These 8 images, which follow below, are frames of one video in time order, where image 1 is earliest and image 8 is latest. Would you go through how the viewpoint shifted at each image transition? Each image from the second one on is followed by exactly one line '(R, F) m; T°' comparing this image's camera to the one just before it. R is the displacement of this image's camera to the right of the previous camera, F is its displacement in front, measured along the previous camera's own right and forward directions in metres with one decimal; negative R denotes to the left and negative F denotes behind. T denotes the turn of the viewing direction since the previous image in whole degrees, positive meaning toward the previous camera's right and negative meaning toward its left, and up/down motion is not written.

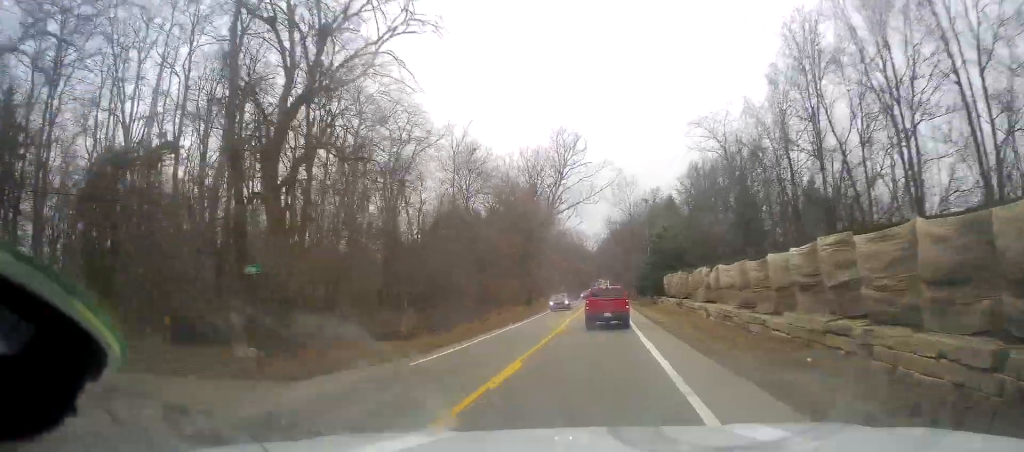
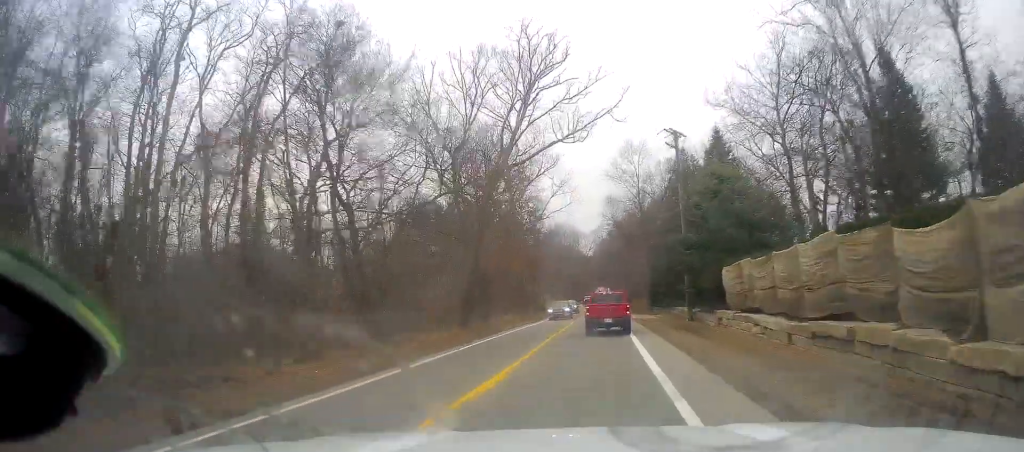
(-0.2, +30.9) m; -1°
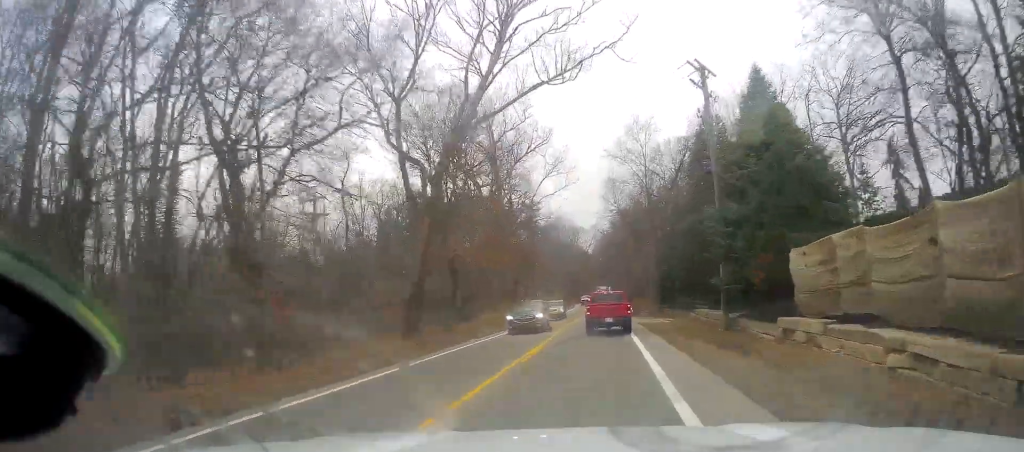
(-0.1, +10.9) m; 0°
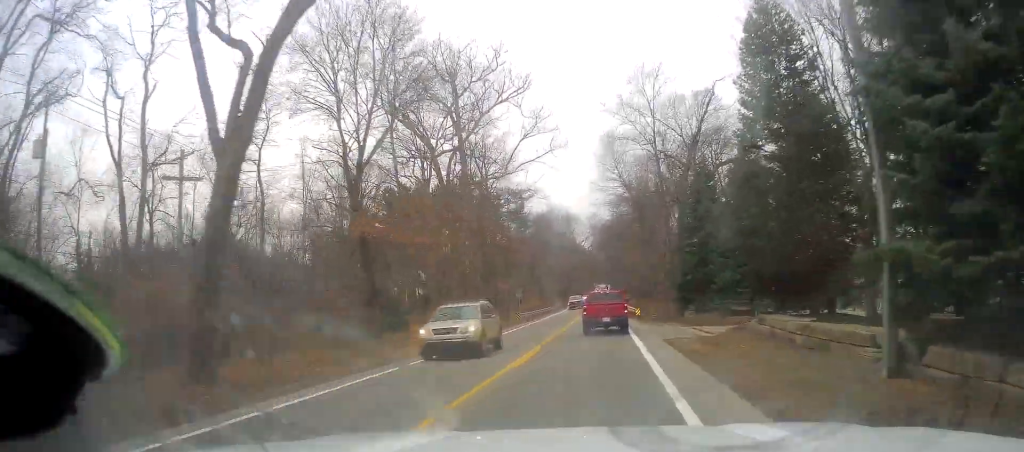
(+0.2, +15.6) m; +2°
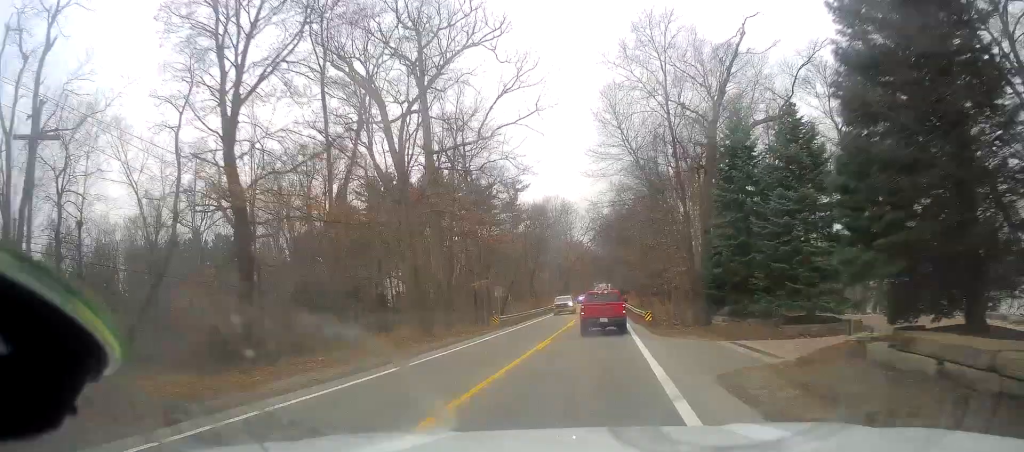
(+0.4, +10.4) m; 0°
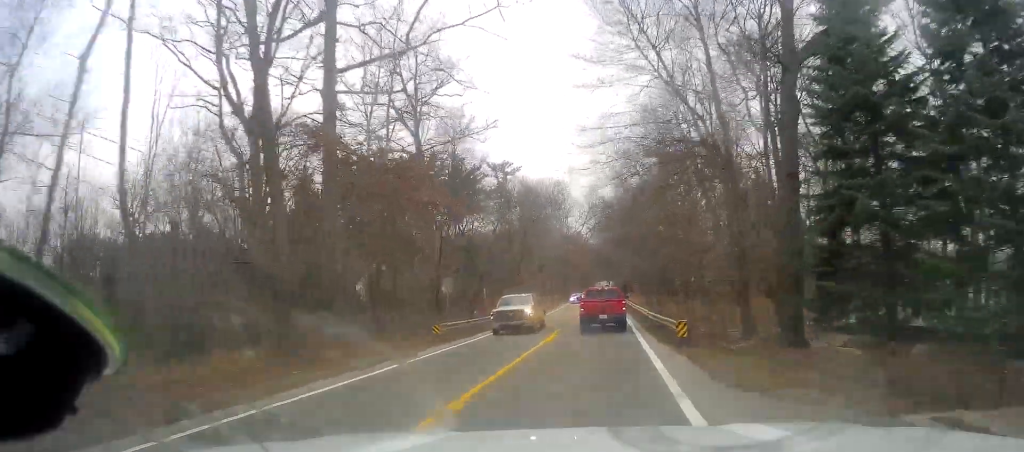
(-0.6, +14.9) m; -2°
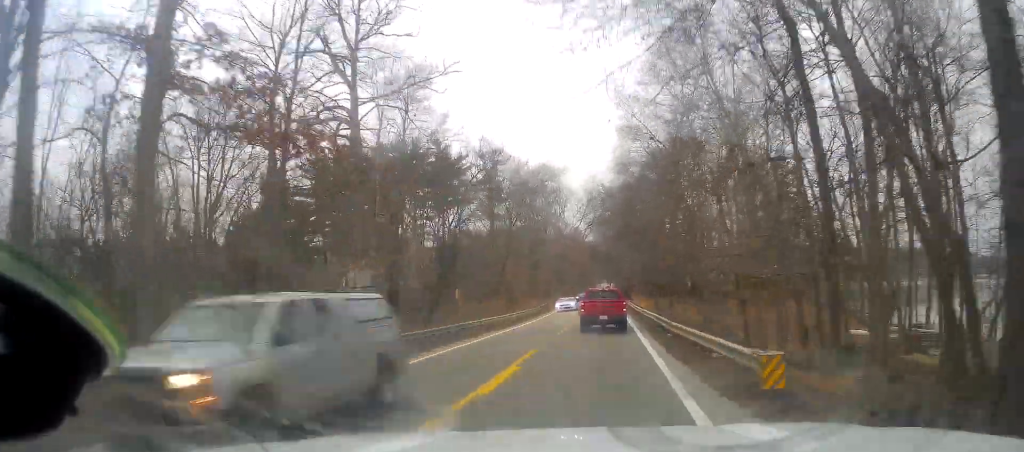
(-0.1, +10.7) m; +1°
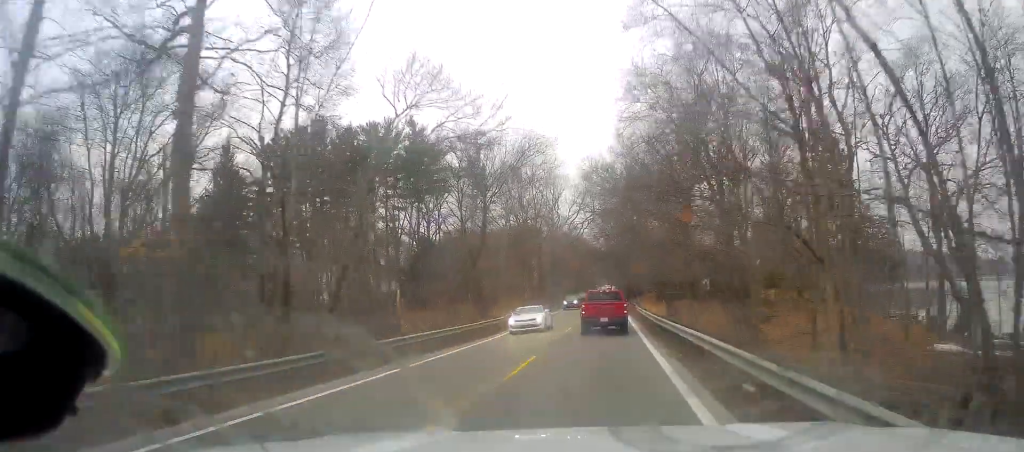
(+0.2, +12.8) m; +2°
